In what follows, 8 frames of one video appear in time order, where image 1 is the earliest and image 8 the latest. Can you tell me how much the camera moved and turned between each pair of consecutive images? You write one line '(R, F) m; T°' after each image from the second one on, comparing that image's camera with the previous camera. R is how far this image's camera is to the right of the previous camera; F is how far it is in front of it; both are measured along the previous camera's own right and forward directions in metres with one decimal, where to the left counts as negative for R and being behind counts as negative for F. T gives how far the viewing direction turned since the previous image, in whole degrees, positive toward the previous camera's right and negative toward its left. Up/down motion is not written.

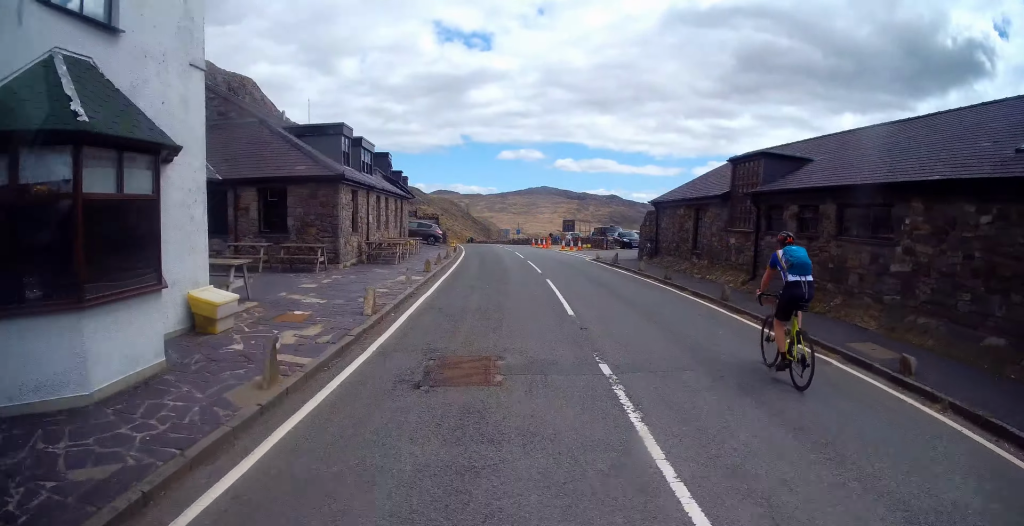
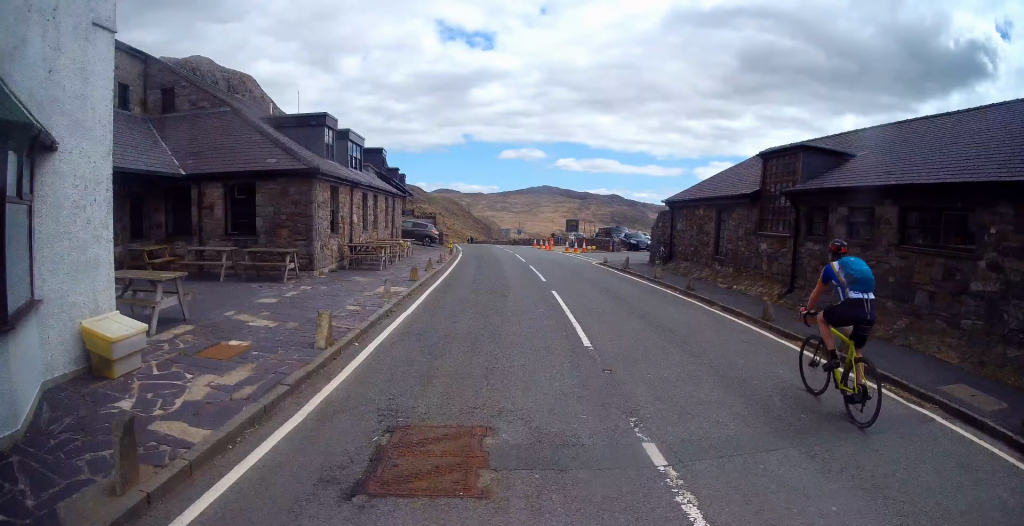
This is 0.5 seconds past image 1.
(+0.1, +2.0) m; +1°
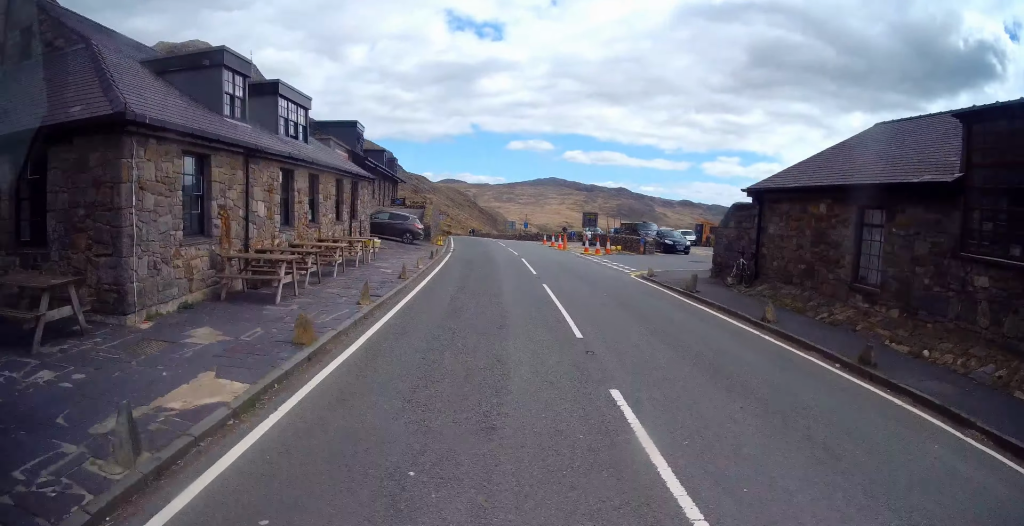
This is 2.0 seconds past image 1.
(-0.4, +6.9) m; -4°
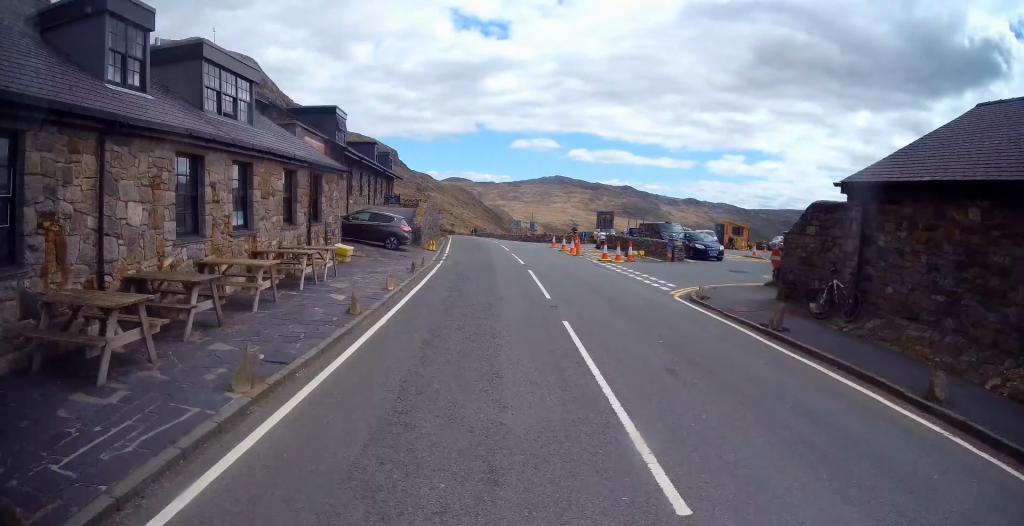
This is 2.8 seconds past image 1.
(0.0, +4.2) m; 0°
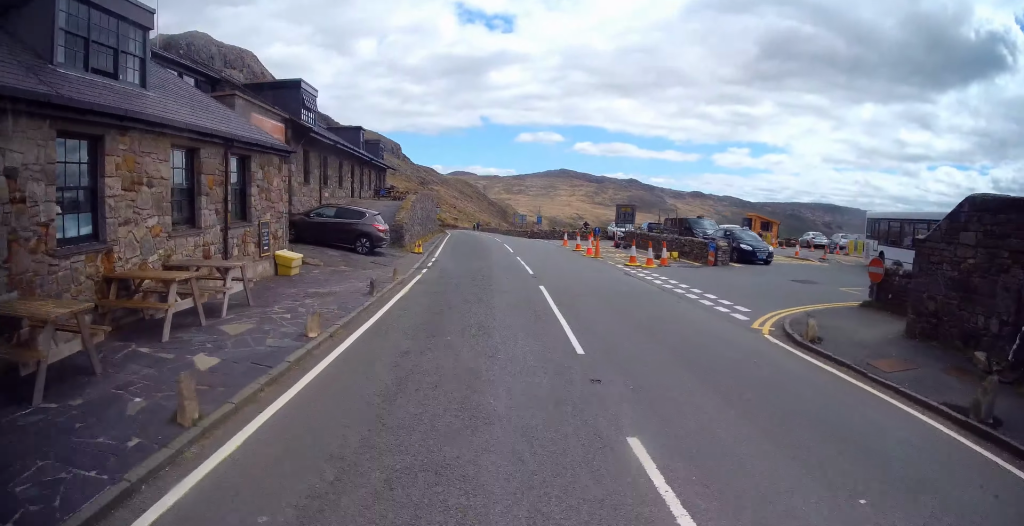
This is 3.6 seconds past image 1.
(+0.1, +4.9) m; 0°
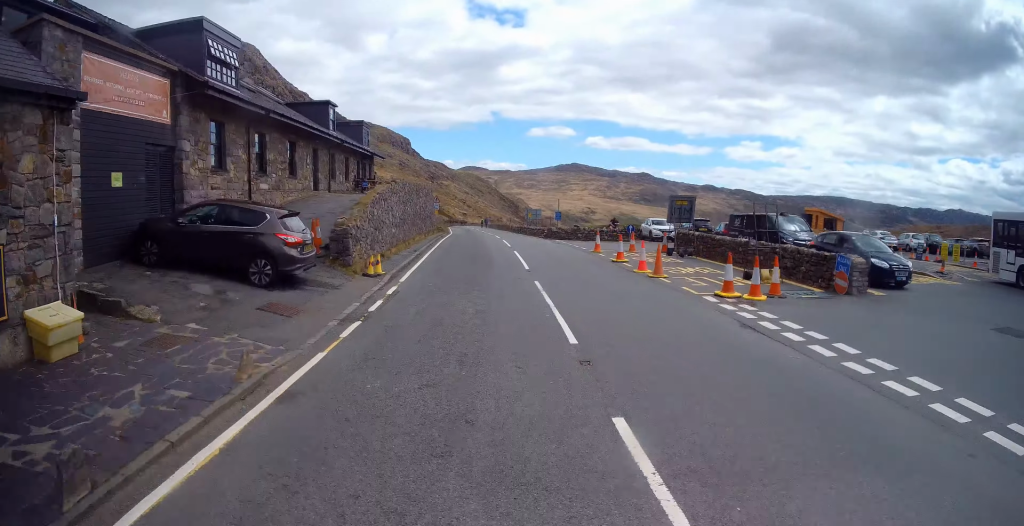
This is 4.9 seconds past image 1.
(-0.4, +8.6) m; -3°
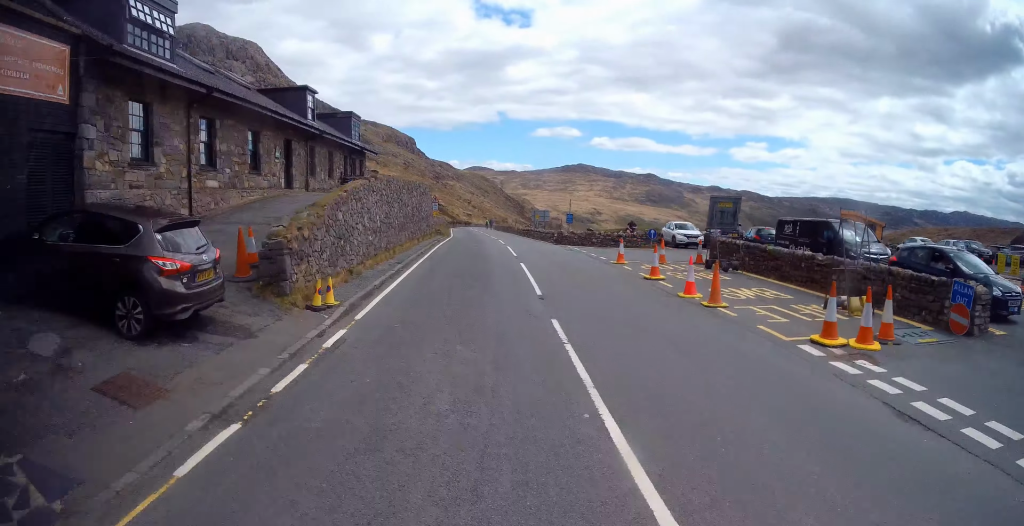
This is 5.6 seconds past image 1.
(-0.1, +4.2) m; +1°
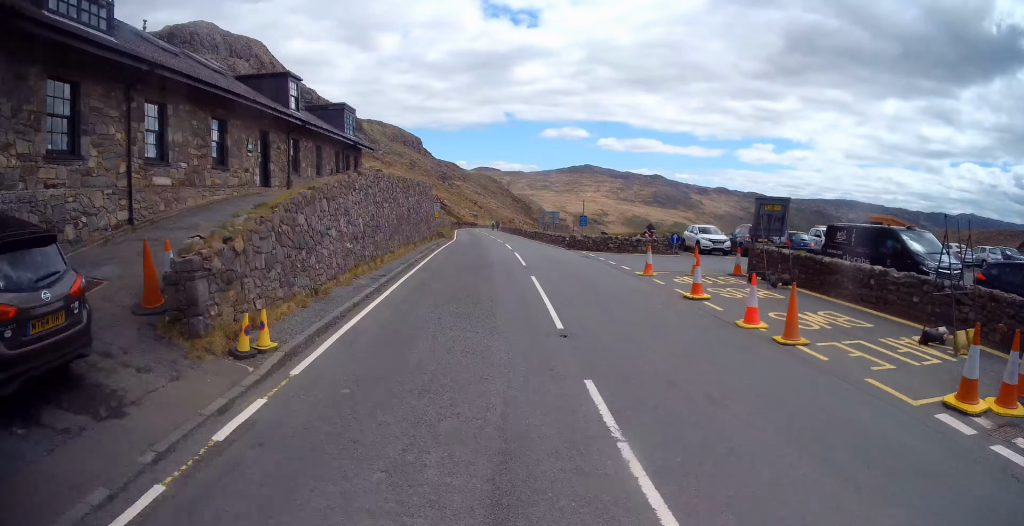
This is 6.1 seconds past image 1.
(+0.2, +3.1) m; 0°
